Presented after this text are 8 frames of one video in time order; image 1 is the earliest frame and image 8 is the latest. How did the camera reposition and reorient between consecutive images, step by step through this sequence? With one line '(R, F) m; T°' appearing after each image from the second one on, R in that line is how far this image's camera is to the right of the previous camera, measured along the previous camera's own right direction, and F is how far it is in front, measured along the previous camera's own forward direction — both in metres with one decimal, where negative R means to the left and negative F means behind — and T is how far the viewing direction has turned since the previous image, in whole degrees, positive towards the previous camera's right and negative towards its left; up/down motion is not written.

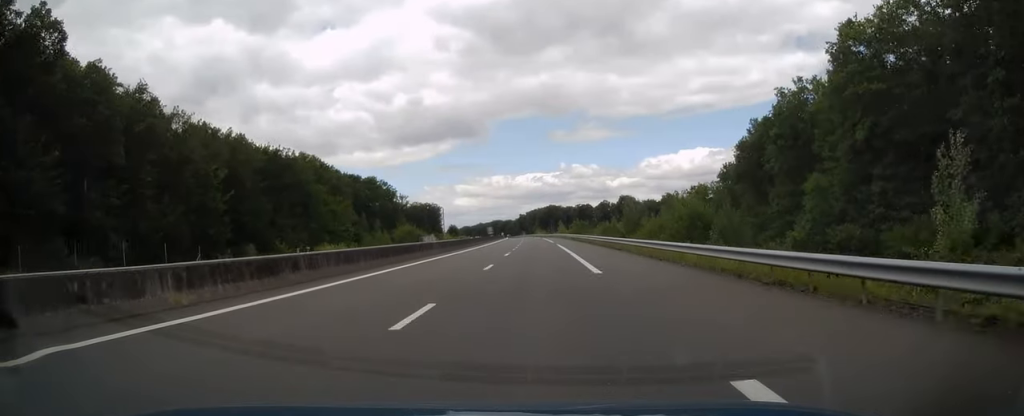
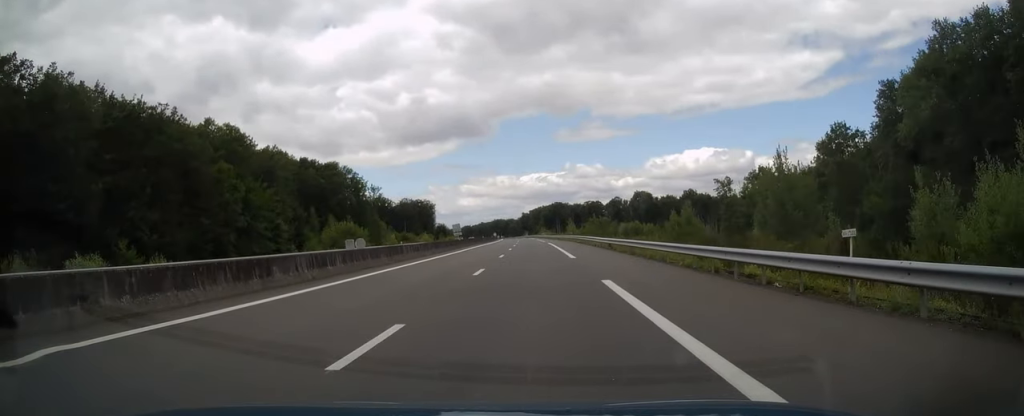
(-0.4, +41.5) m; -1°
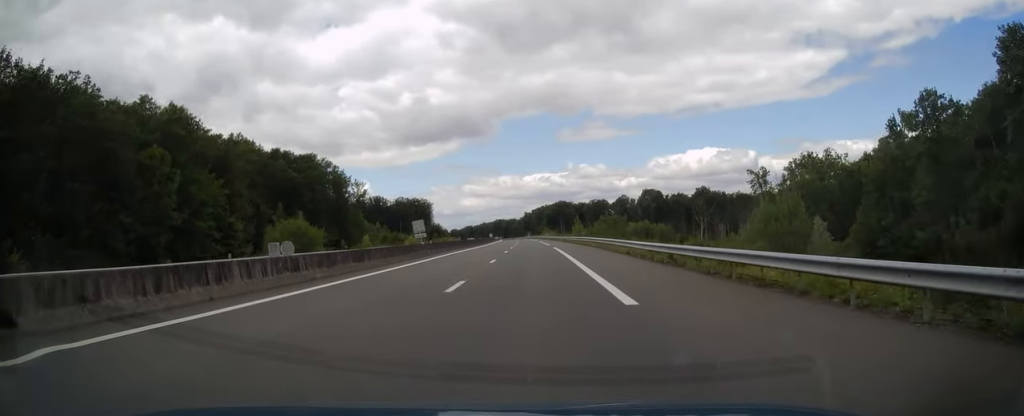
(0.0, +18.0) m; 0°
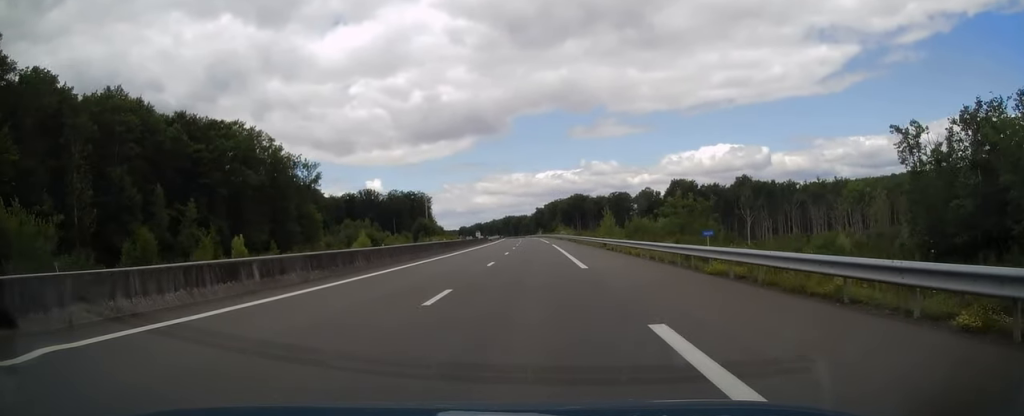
(-0.1, +41.5) m; -1°
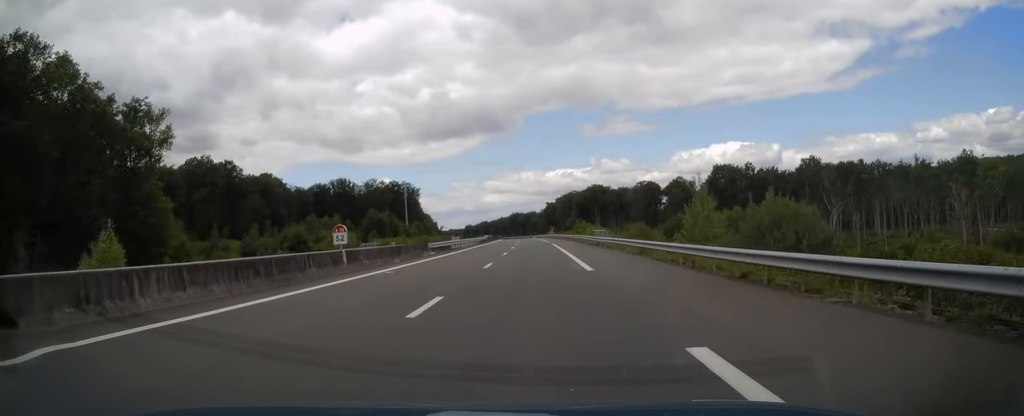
(-0.8, +53.8) m; -2°
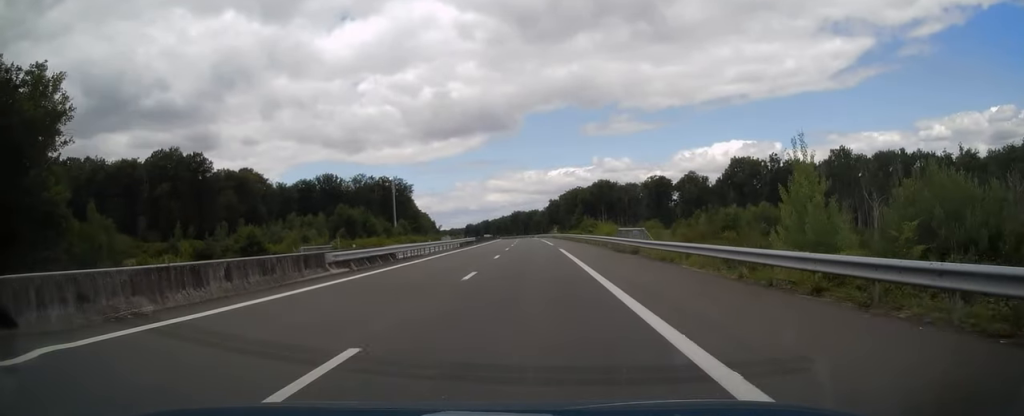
(-0.1, +18.6) m; 0°
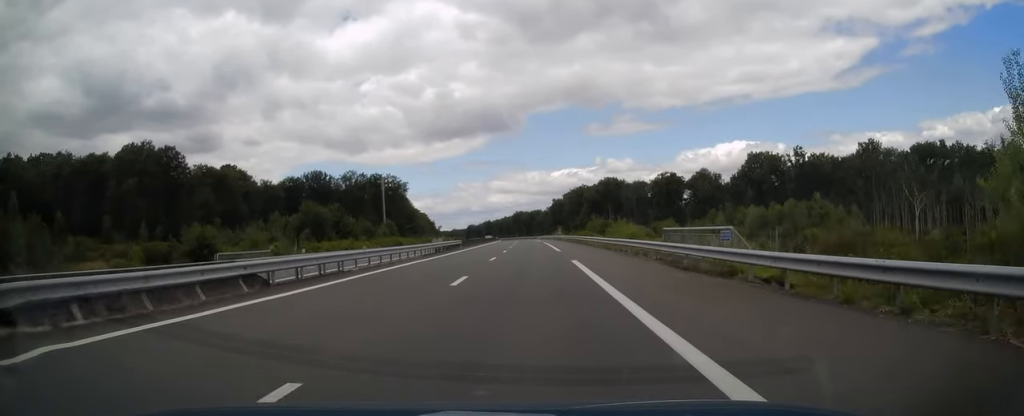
(0.0, +14.7) m; 0°
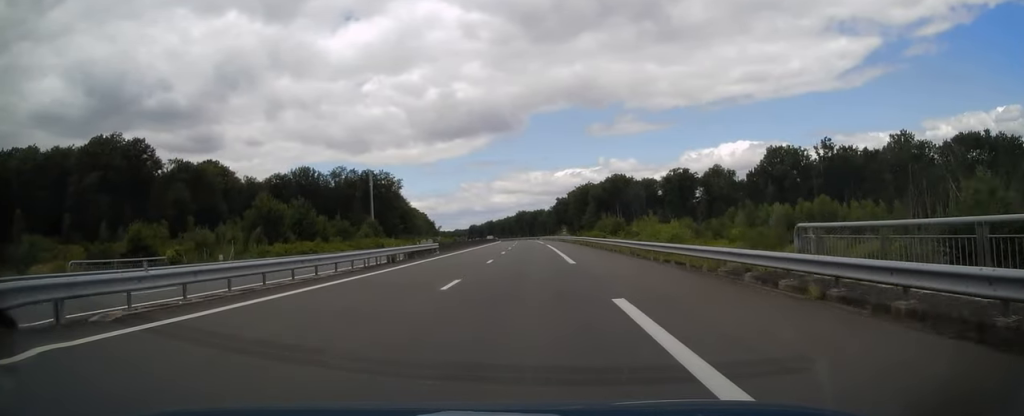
(0.0, +14.2) m; 0°
